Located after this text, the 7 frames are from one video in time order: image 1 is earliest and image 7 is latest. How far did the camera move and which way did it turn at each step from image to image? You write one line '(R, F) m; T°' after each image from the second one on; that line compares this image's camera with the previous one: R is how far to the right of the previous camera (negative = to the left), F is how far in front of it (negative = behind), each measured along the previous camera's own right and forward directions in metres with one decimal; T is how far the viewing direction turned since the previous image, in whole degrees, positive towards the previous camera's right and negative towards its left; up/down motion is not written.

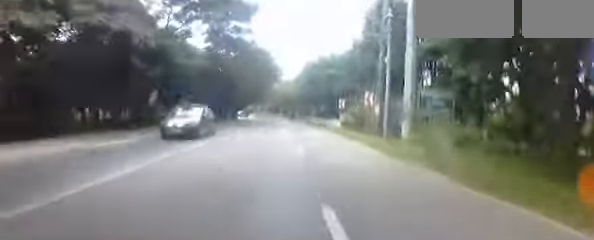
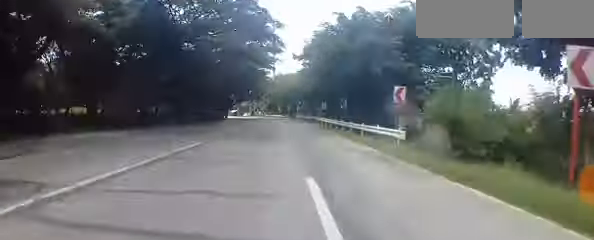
(0.0, +17.2) m; +1°
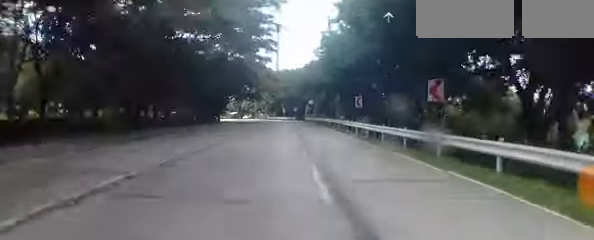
(+0.2, +18.7) m; -1°
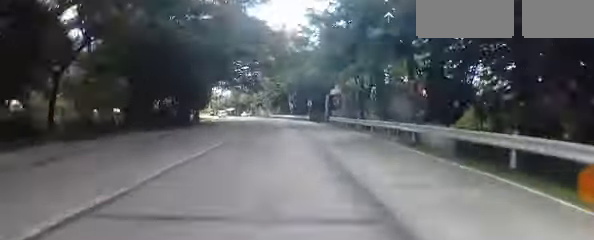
(-0.6, +25.0) m; -2°
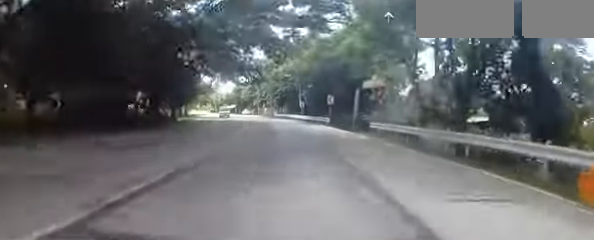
(-0.1, +15.8) m; -2°
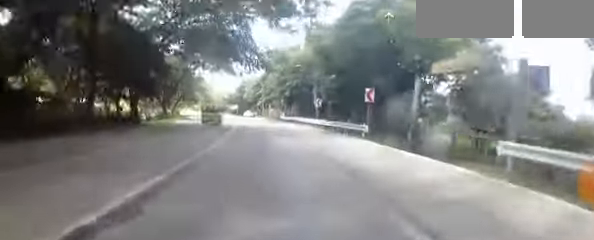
(-0.3, +13.0) m; -2°
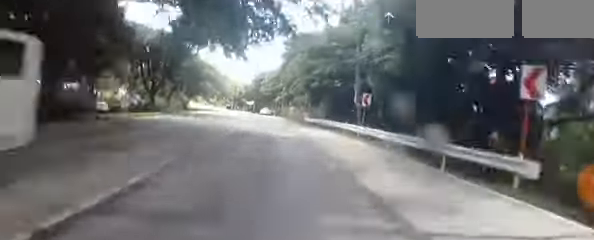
(-0.1, +12.4) m; -2°
